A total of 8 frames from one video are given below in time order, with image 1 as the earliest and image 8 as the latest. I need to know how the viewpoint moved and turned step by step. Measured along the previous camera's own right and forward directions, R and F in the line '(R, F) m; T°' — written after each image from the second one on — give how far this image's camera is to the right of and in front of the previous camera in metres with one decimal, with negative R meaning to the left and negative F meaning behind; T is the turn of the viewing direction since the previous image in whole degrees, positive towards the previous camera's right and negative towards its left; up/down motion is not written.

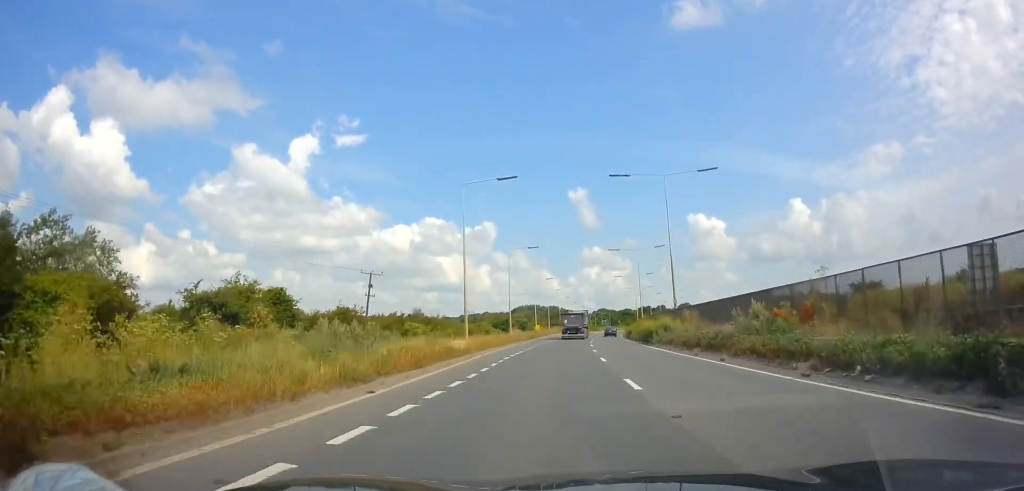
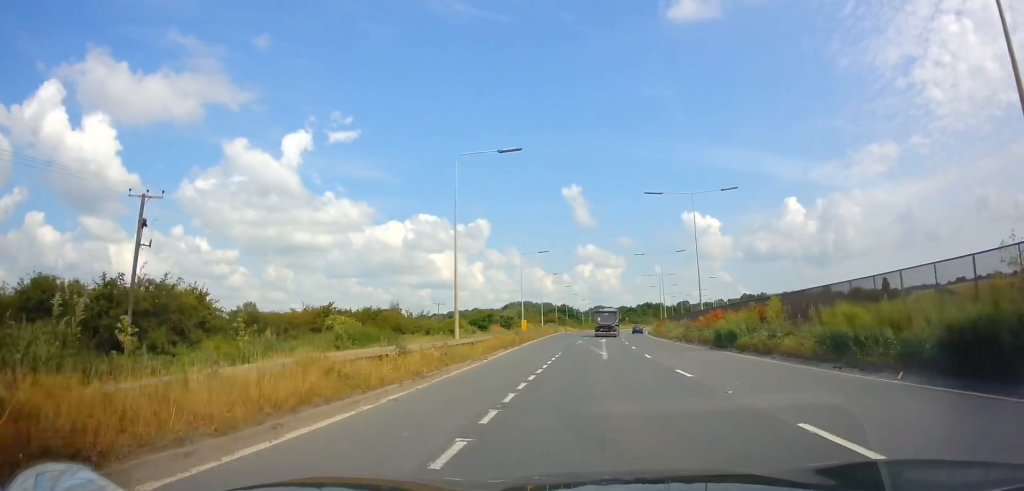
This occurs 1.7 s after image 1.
(0.0, +34.9) m; 0°
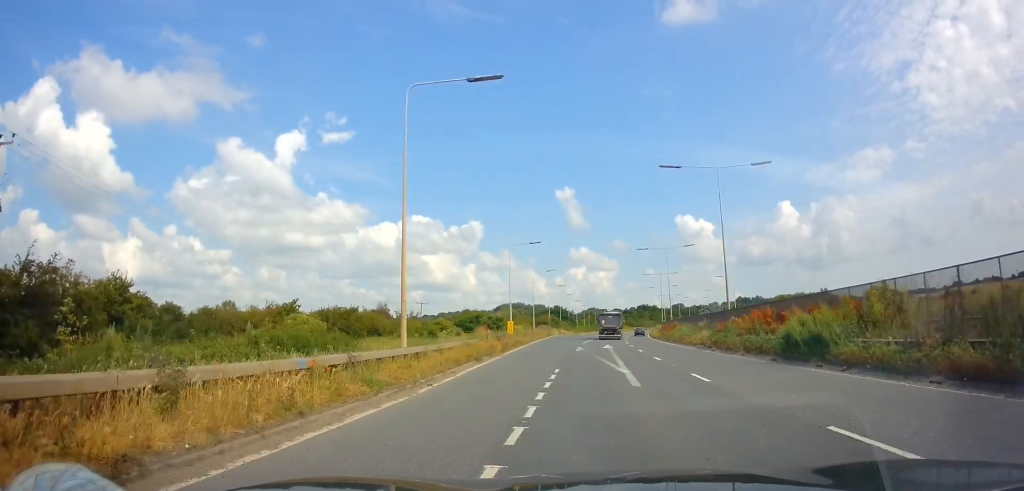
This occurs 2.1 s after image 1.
(0.0, +8.3) m; 0°
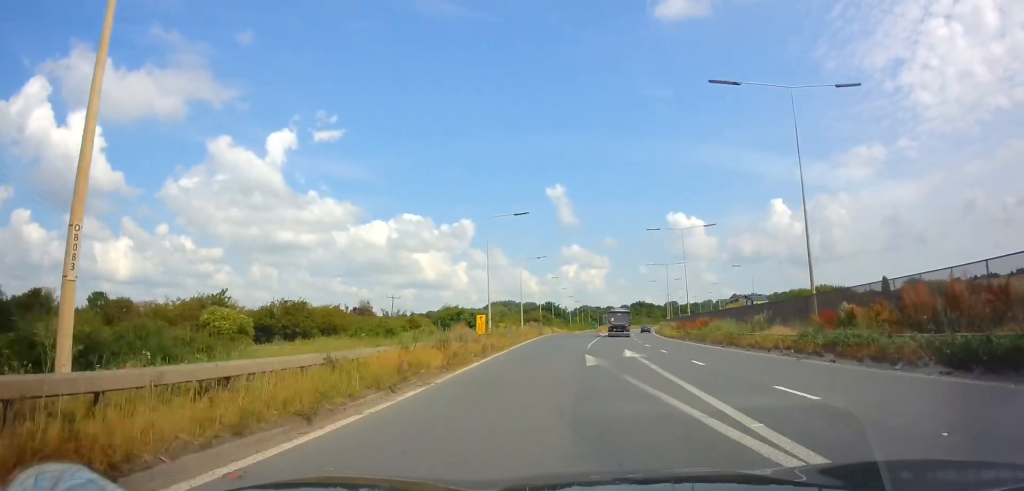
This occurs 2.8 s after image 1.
(+0.1, +13.9) m; +1°
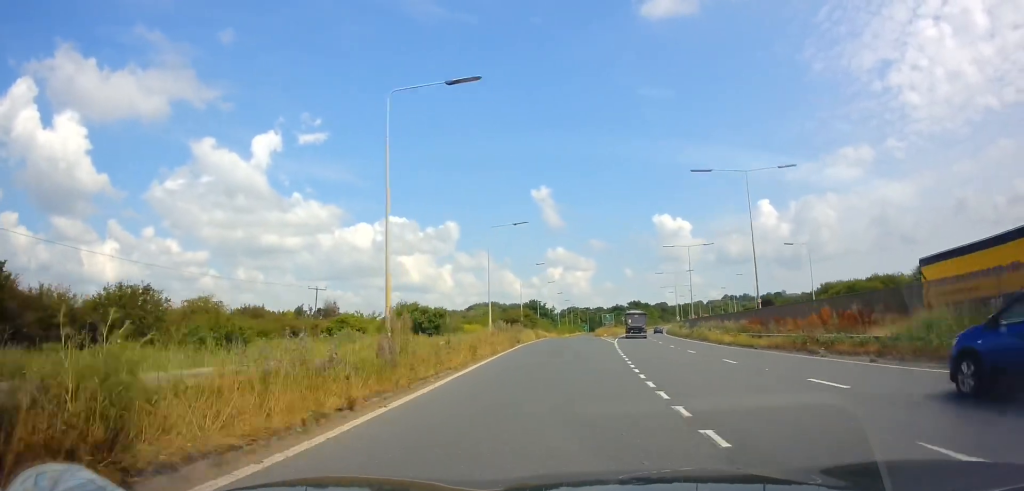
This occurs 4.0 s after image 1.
(+0.5, +25.3) m; +2°
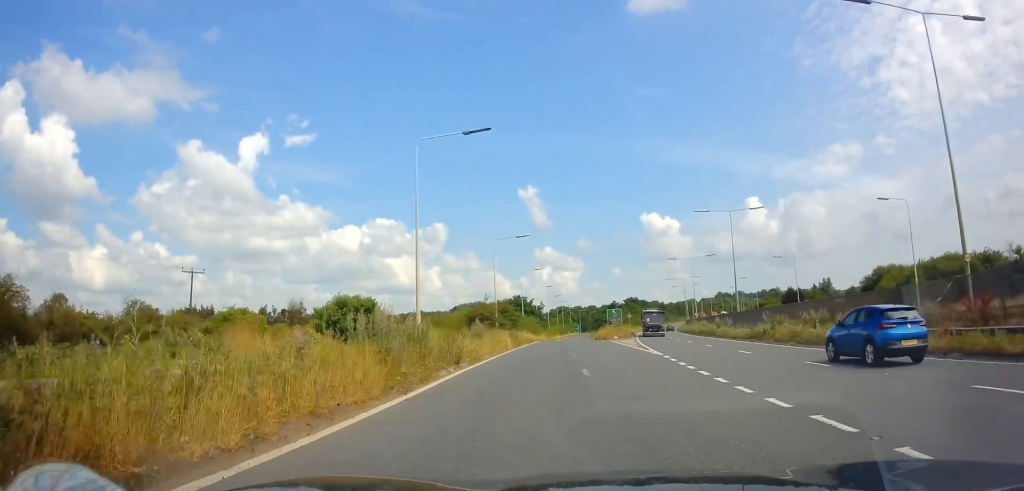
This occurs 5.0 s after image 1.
(+0.4, +22.6) m; +1°
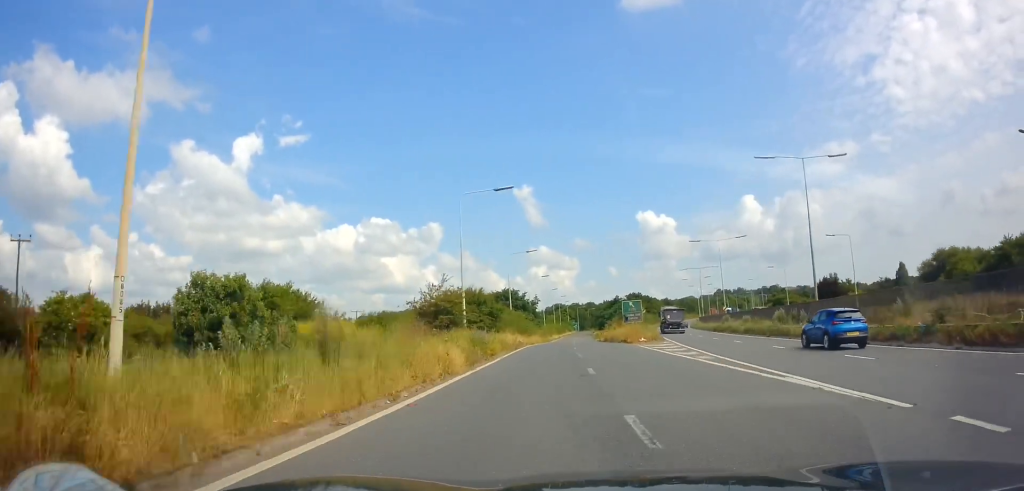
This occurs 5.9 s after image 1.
(-0.1, +17.9) m; 0°
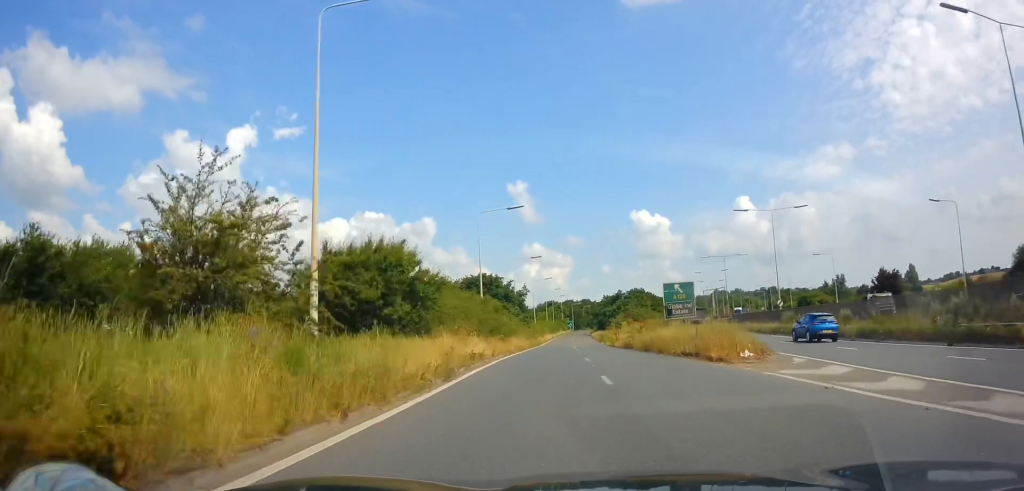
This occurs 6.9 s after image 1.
(0.0, +21.5) m; +1°
